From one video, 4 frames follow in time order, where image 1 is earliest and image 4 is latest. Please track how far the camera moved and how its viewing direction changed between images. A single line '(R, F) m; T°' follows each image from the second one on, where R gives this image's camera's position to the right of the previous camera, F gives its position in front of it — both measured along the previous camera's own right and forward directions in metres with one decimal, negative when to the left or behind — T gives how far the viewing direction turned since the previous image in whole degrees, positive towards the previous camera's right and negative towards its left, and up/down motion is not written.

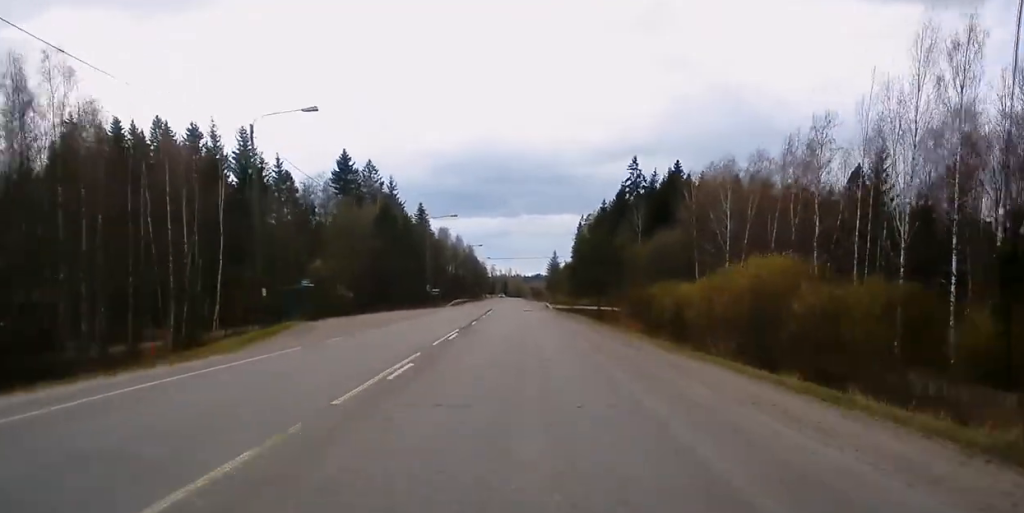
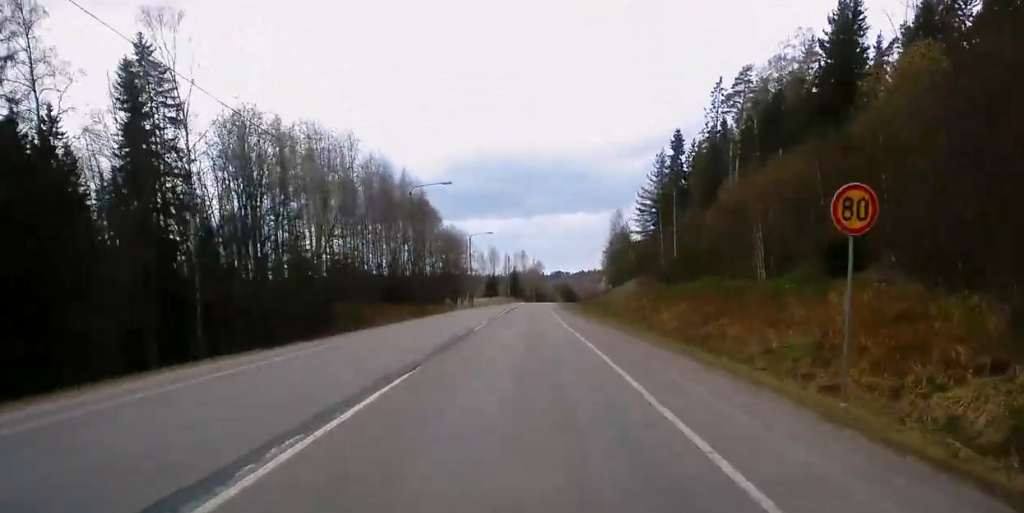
(-2.3, +188.1) m; 0°
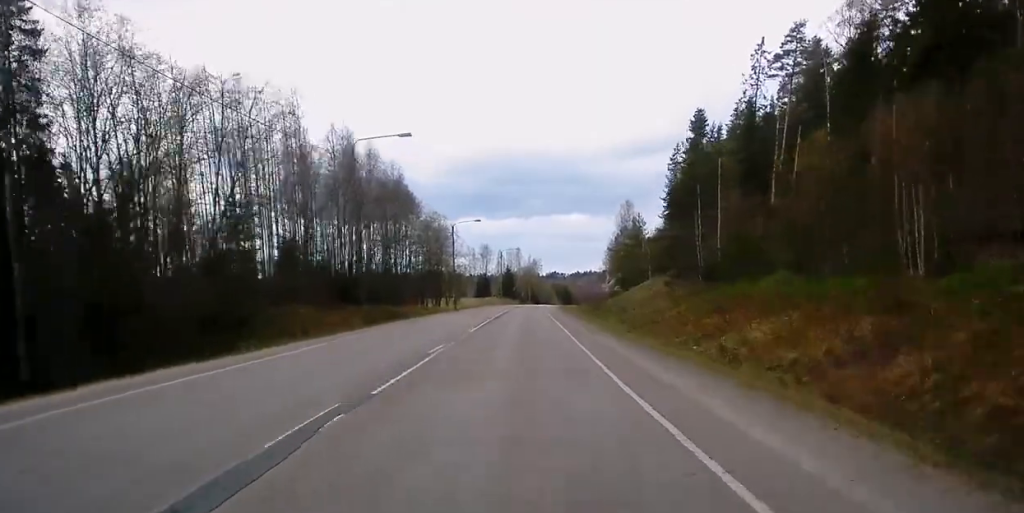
(0.0, +19.5) m; 0°
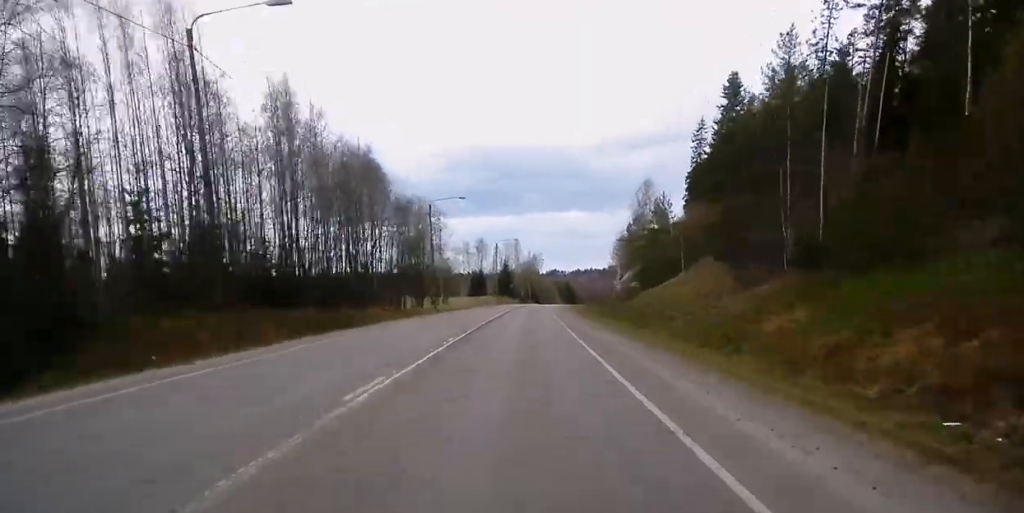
(0.0, +21.2) m; 0°
